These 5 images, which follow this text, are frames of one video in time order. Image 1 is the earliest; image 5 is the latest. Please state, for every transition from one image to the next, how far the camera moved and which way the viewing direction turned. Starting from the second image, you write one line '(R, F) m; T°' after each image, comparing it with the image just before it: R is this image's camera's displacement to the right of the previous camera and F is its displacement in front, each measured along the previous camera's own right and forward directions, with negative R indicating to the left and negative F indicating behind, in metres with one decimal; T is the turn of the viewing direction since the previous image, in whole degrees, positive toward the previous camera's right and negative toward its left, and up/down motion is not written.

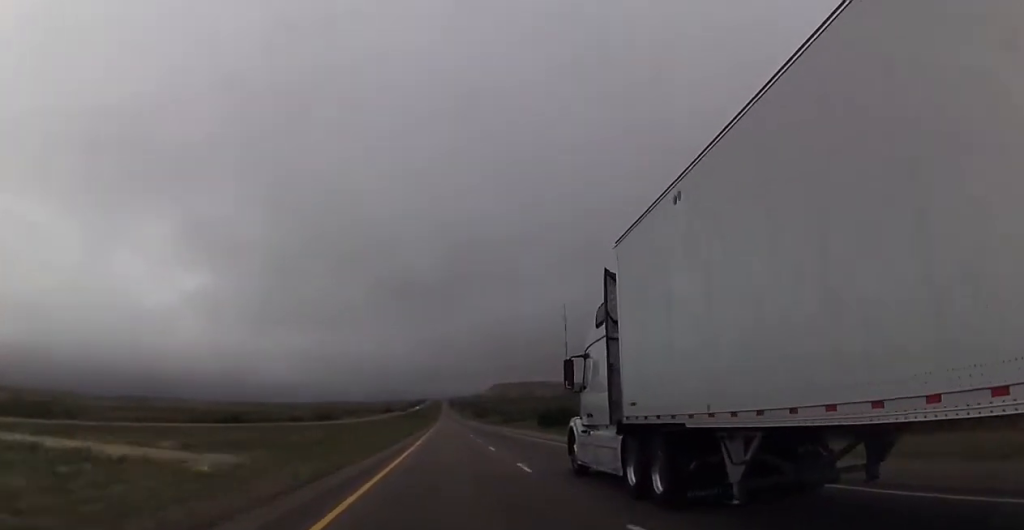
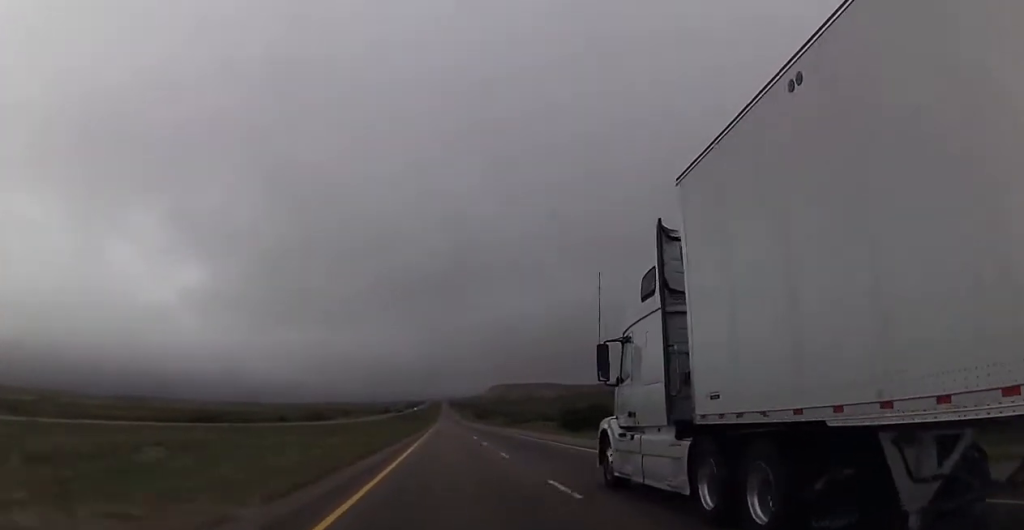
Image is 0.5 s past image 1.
(-0.3, +18.1) m; 0°
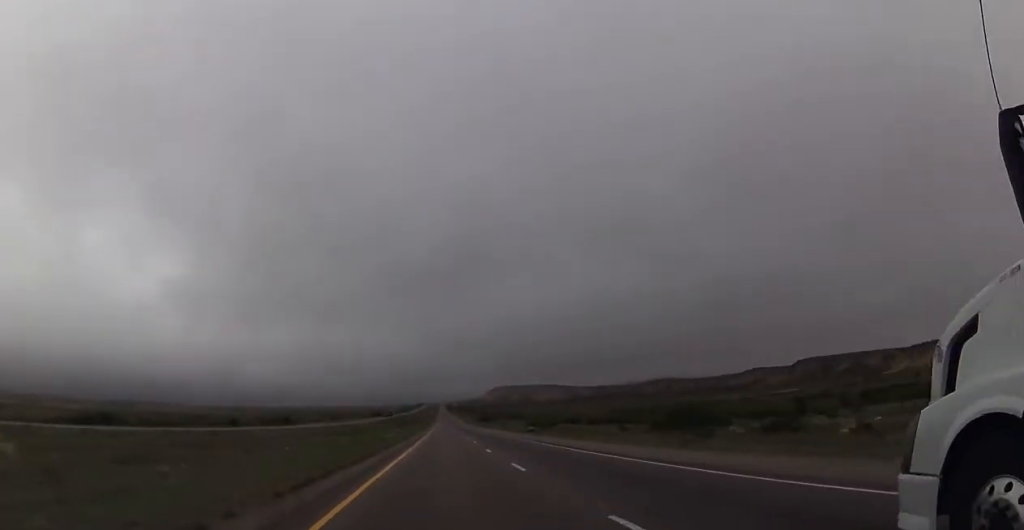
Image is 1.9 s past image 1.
(+0.2, +54.1) m; +1°
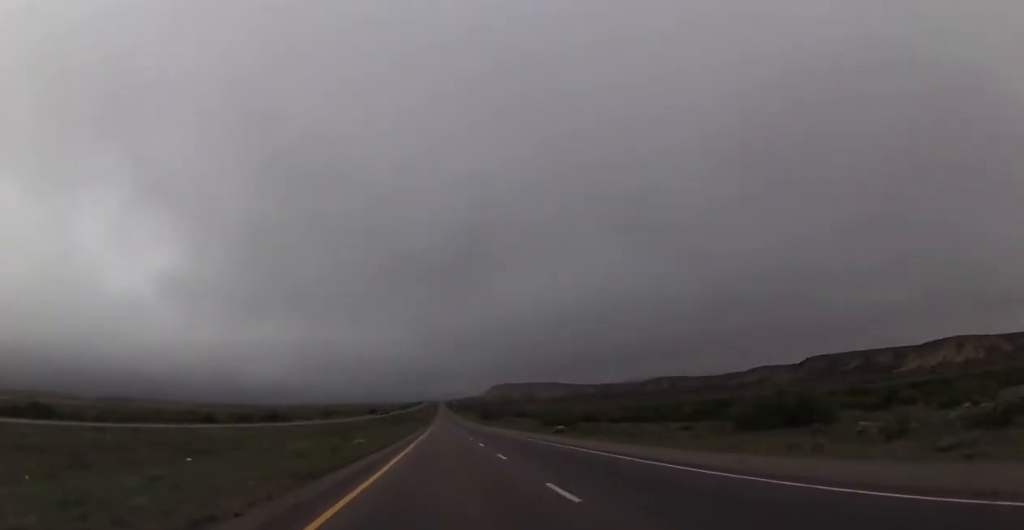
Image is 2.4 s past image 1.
(0.0, +19.3) m; 0°
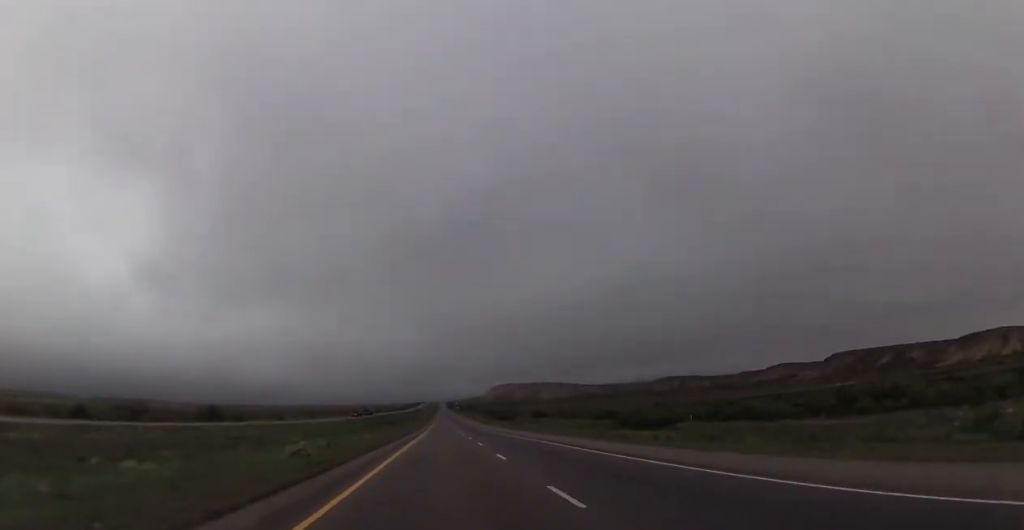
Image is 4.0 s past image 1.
(0.0, +61.6) m; 0°
